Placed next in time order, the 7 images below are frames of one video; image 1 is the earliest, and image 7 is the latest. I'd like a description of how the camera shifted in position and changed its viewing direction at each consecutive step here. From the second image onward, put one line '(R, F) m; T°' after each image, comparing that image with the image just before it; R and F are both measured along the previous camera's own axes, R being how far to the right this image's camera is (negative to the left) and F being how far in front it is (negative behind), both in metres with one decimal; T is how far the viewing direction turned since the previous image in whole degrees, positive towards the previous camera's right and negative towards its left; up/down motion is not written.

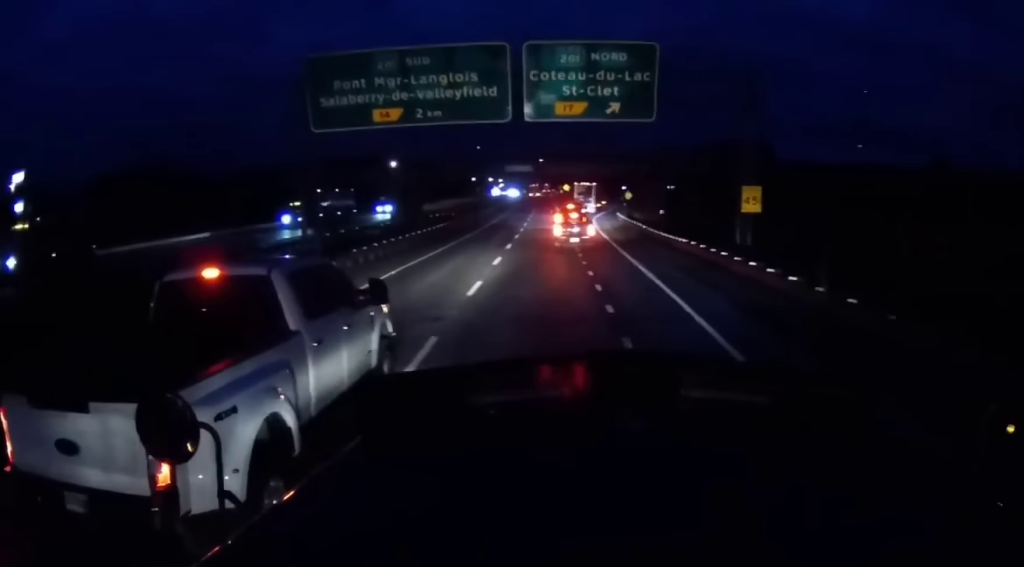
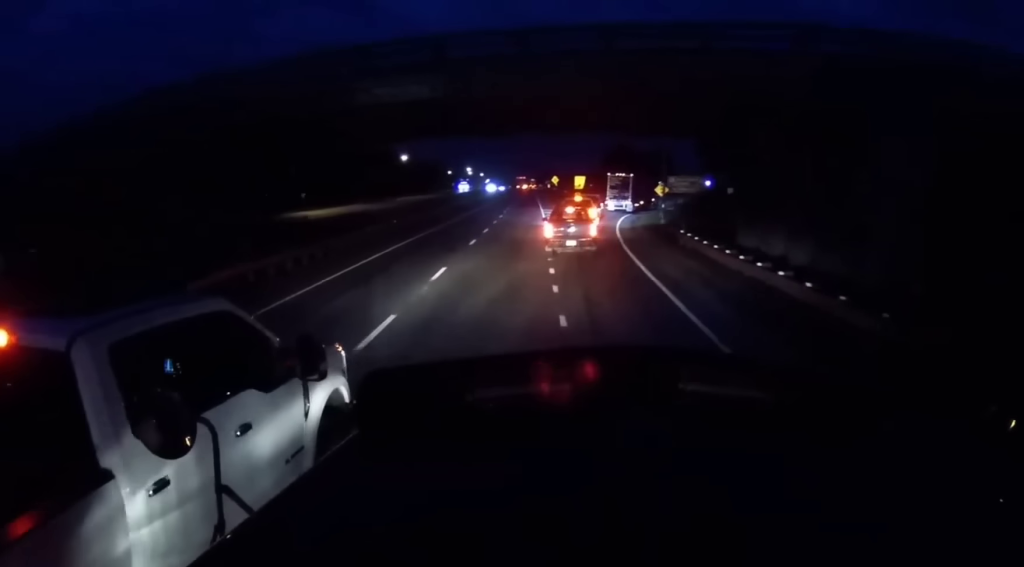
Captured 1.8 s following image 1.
(-0.4, +44.3) m; +1°
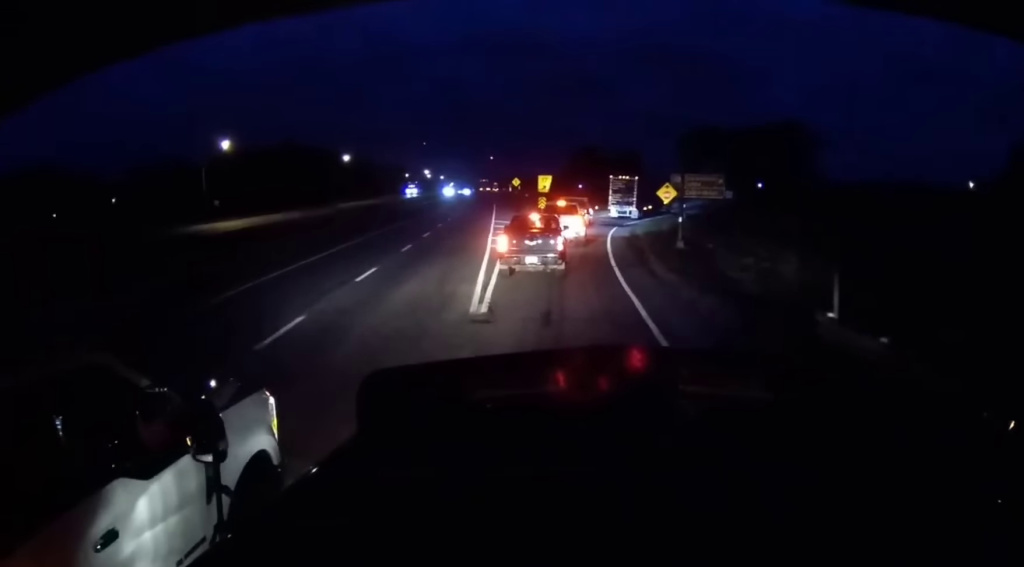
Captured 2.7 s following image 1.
(+0.4, +21.8) m; +2°
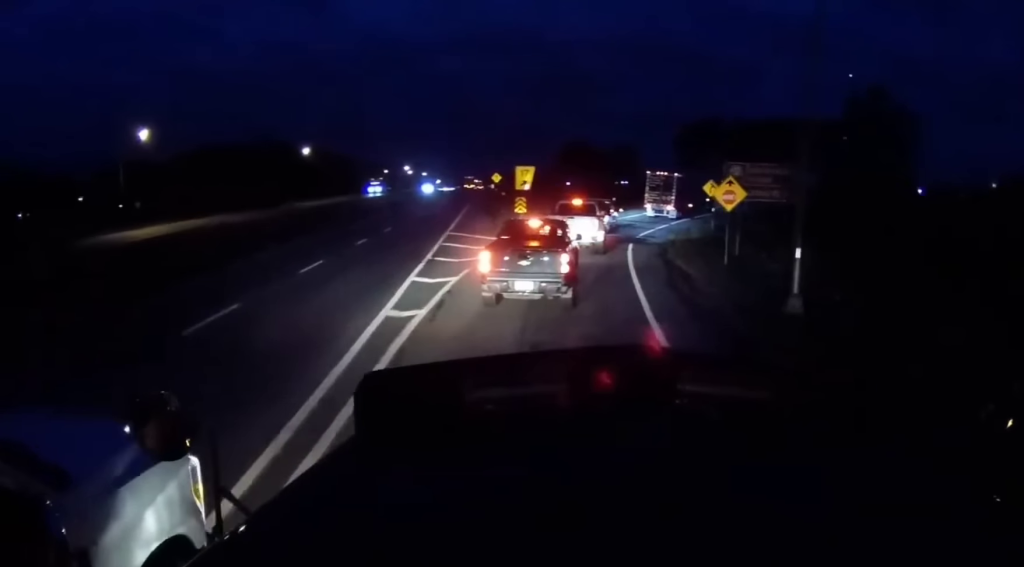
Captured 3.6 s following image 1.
(+0.2, +18.8) m; +2°
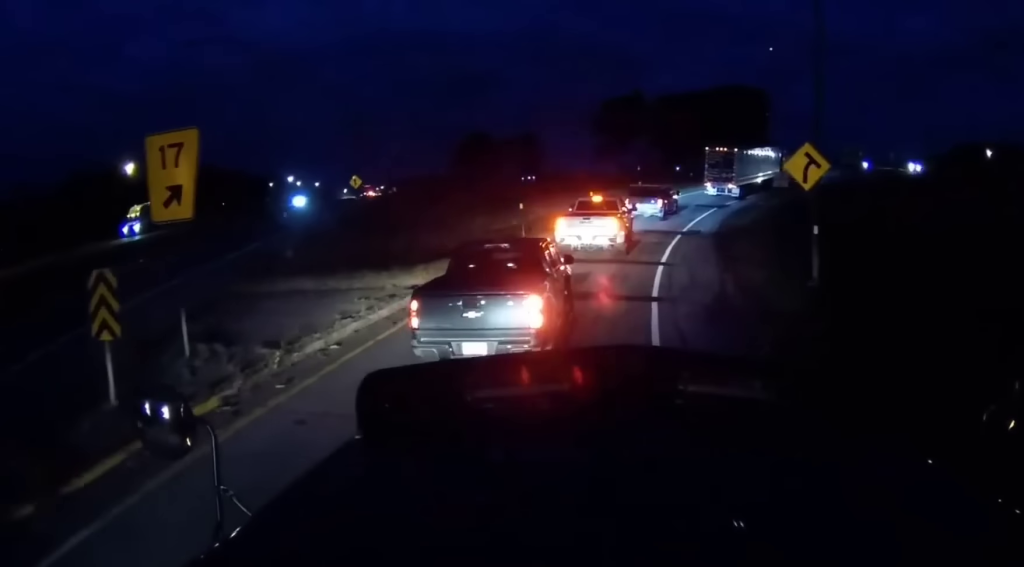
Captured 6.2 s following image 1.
(+1.6, +37.2) m; +6°
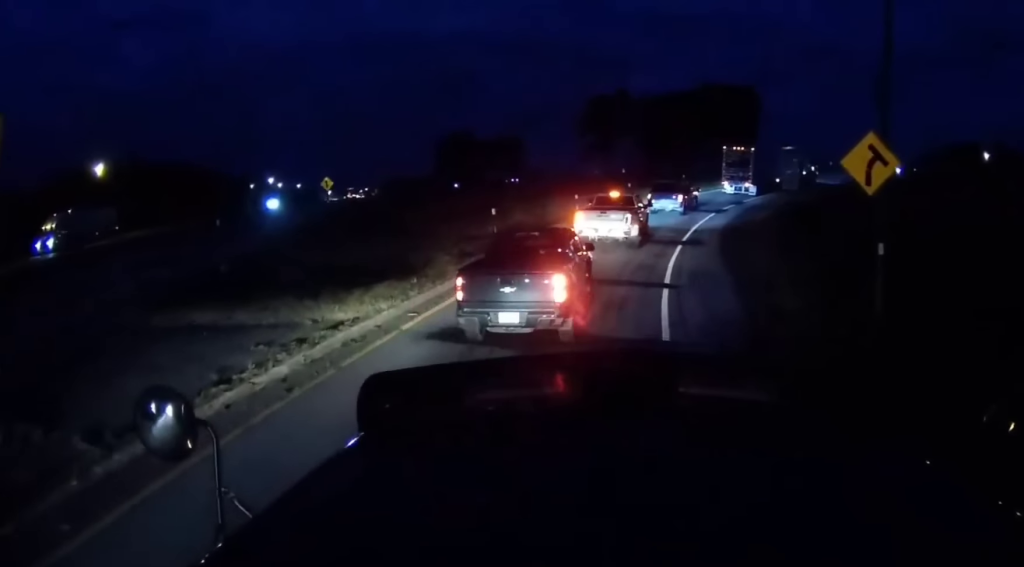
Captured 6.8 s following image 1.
(0.0, +5.5) m; +3°
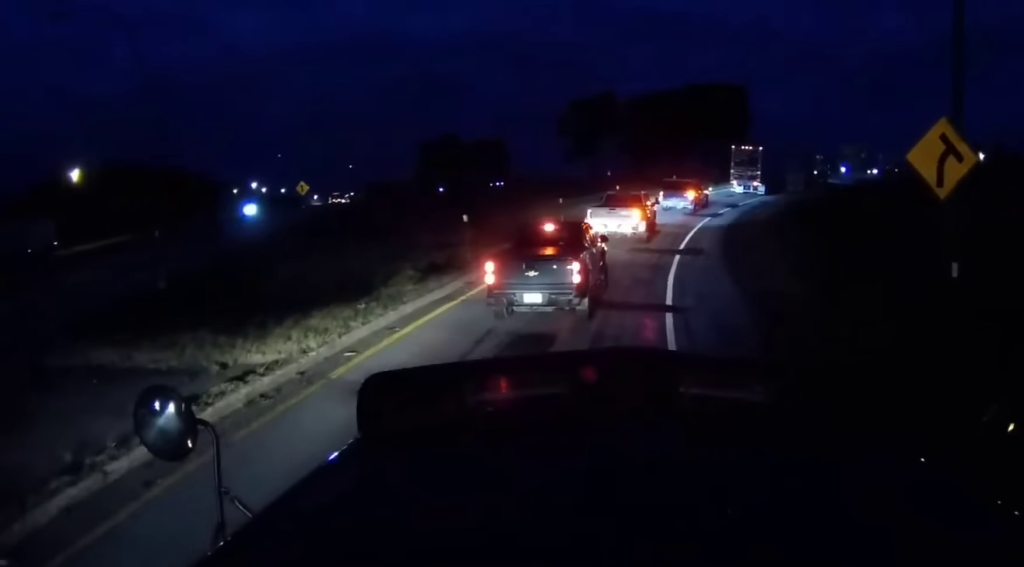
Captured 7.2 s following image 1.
(+0.1, +3.5) m; +2°
